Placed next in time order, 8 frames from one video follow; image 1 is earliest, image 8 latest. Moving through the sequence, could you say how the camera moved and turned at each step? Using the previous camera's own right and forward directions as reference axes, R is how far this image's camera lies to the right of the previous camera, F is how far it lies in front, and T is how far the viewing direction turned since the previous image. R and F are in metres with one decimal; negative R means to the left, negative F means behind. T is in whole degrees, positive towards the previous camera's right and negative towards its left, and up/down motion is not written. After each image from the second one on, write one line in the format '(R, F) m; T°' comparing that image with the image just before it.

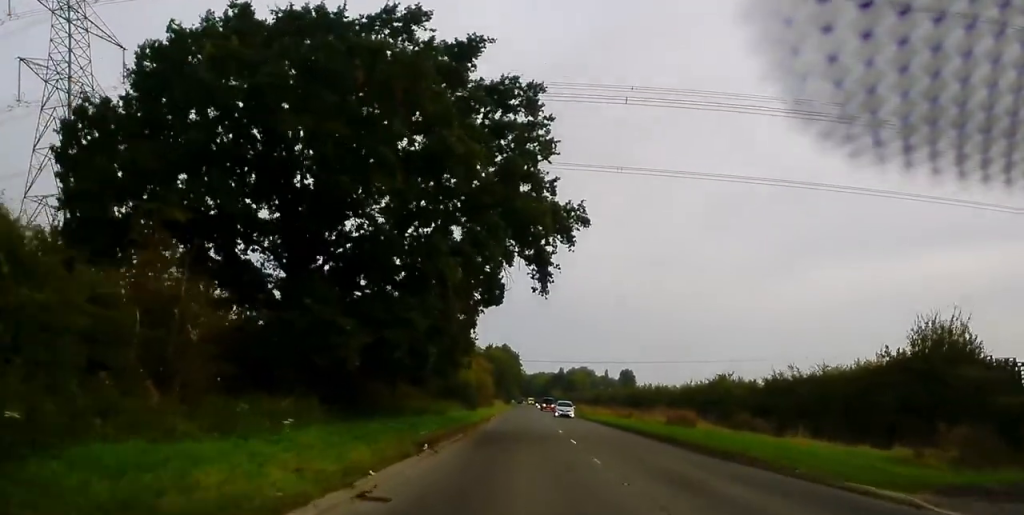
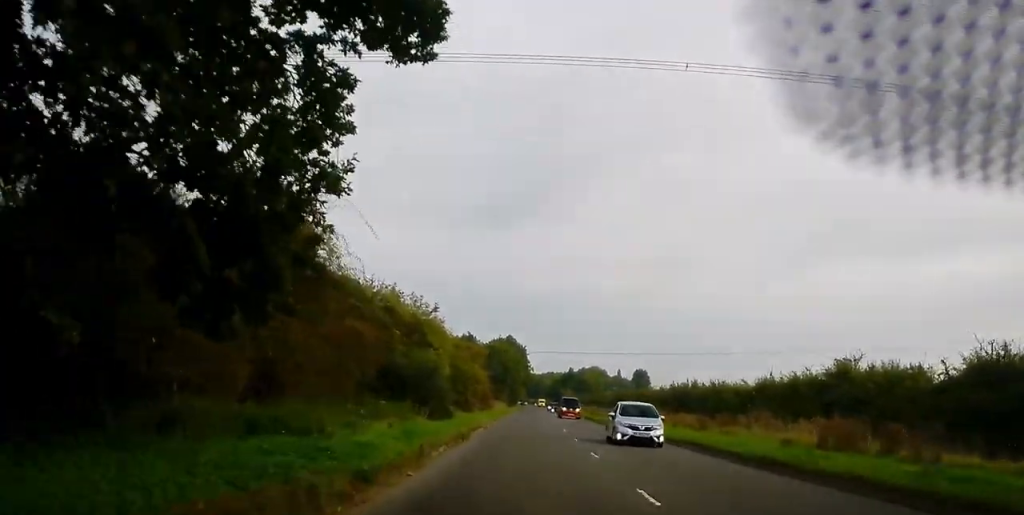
(-0.2, +23.9) m; -1°
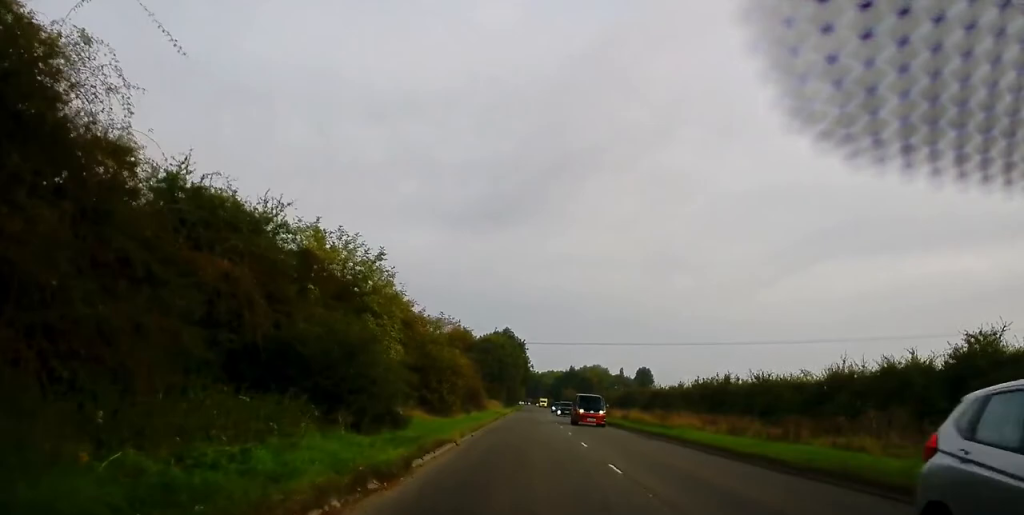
(0.0, +13.3) m; 0°
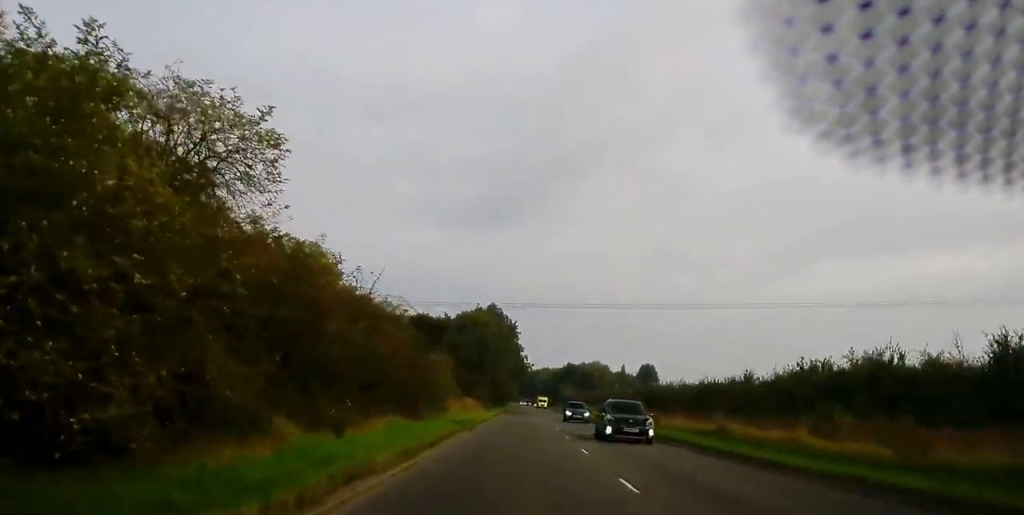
(-0.1, +30.8) m; 0°
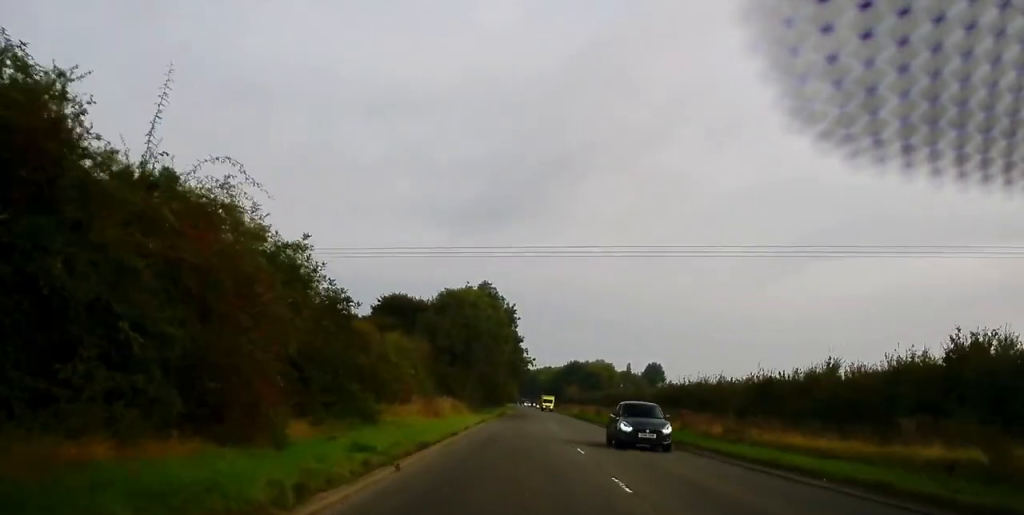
(0.0, +17.6) m; -1°
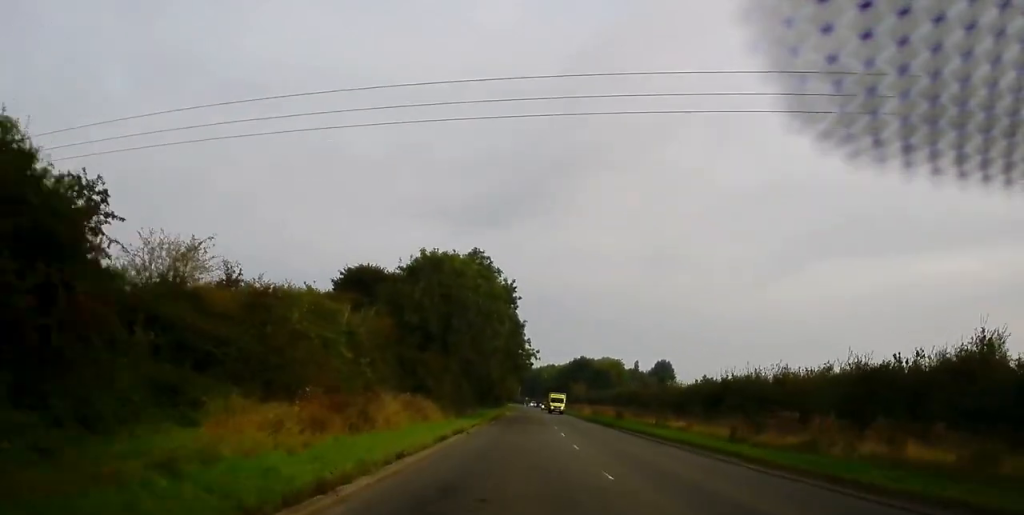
(-0.2, +16.3) m; 0°
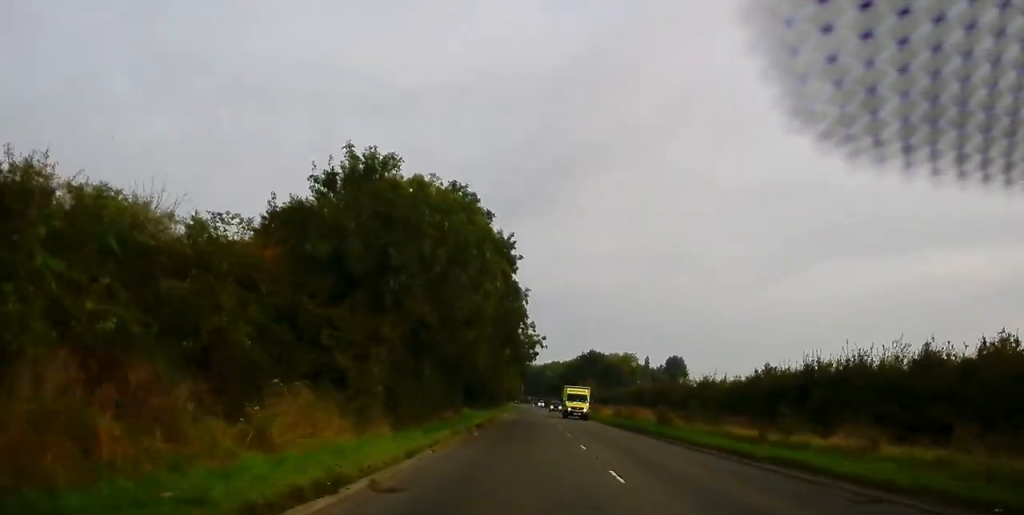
(0.0, +18.6) m; 0°
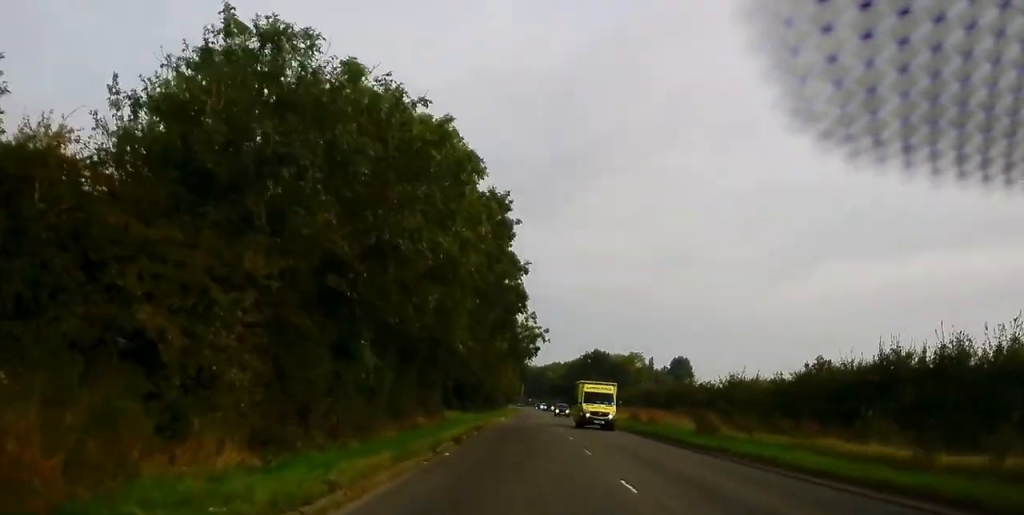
(+0.1, +10.3) m; 0°
